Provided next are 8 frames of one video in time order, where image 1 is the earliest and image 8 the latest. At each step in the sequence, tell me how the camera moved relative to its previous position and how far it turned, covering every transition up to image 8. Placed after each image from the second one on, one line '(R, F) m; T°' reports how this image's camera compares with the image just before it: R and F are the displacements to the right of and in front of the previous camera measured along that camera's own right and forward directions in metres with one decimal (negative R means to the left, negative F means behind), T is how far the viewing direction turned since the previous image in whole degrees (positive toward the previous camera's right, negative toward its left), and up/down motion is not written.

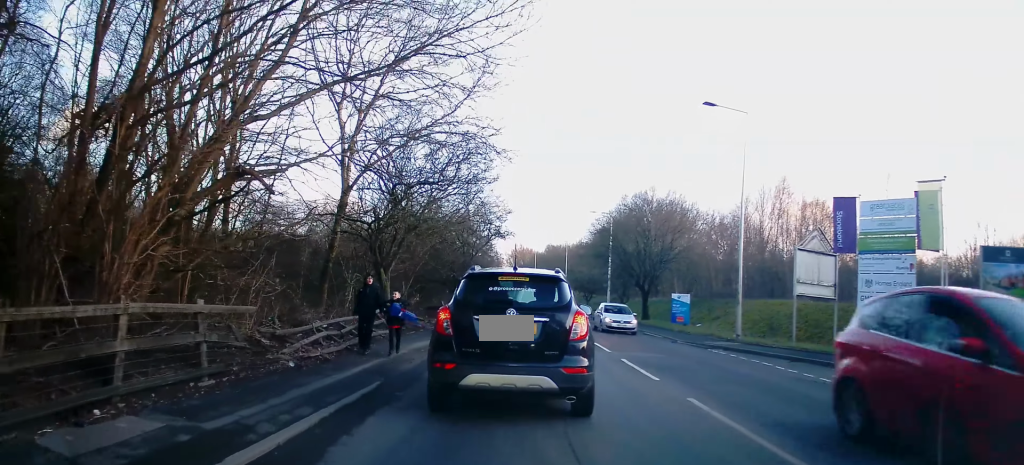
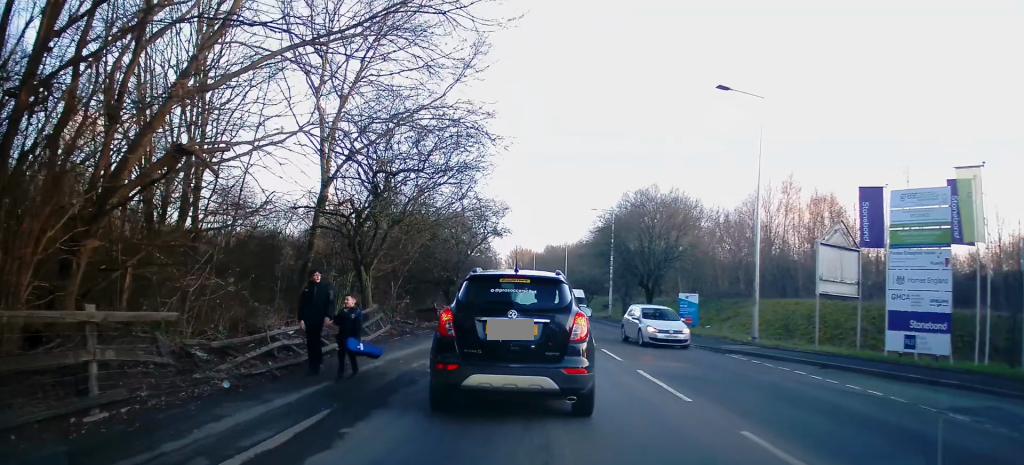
(0.0, +2.1) m; +1°
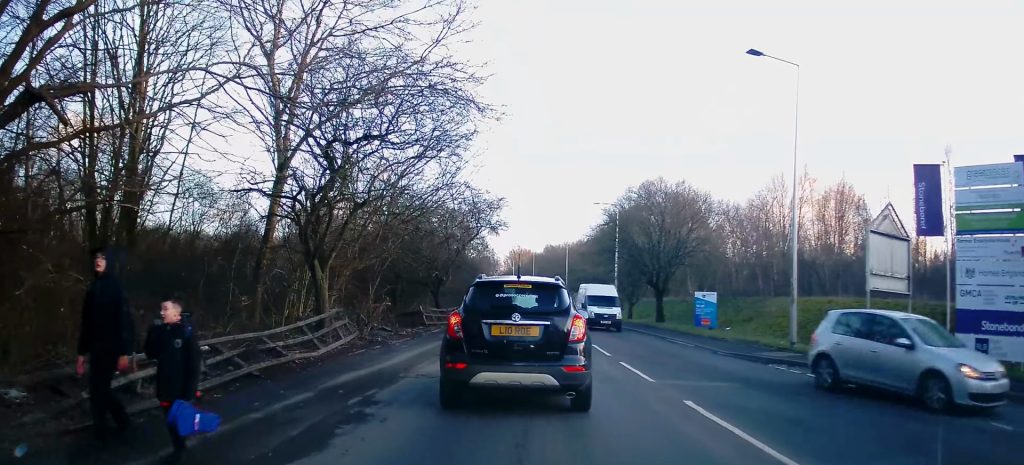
(+0.2, +3.7) m; +5°
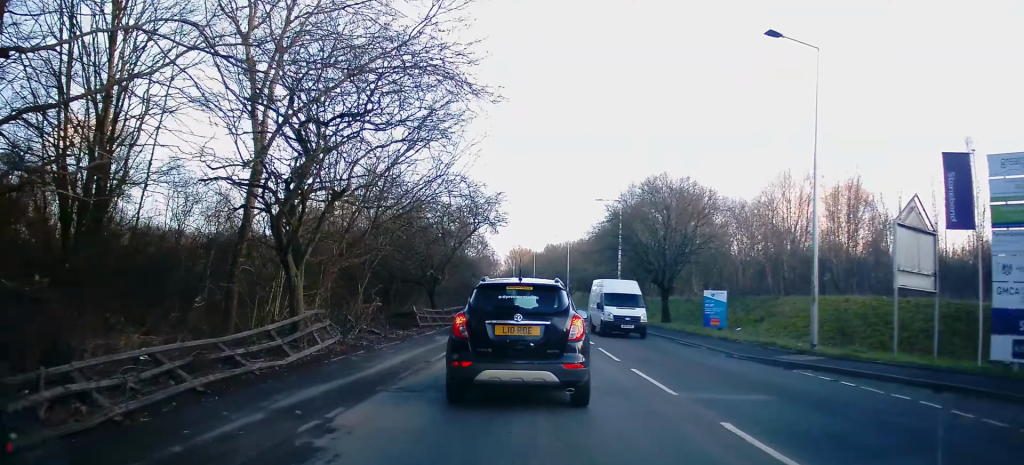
(+0.1, +1.7) m; 0°
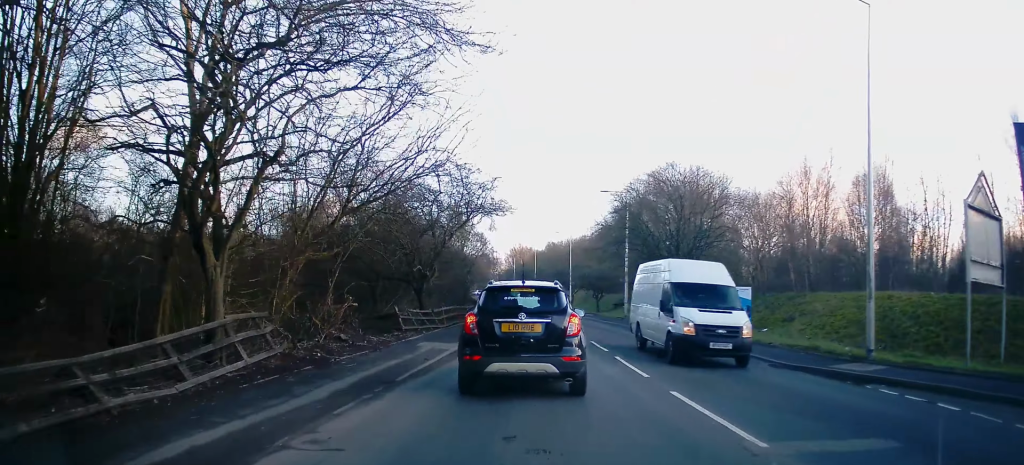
(0.0, +3.7) m; -2°
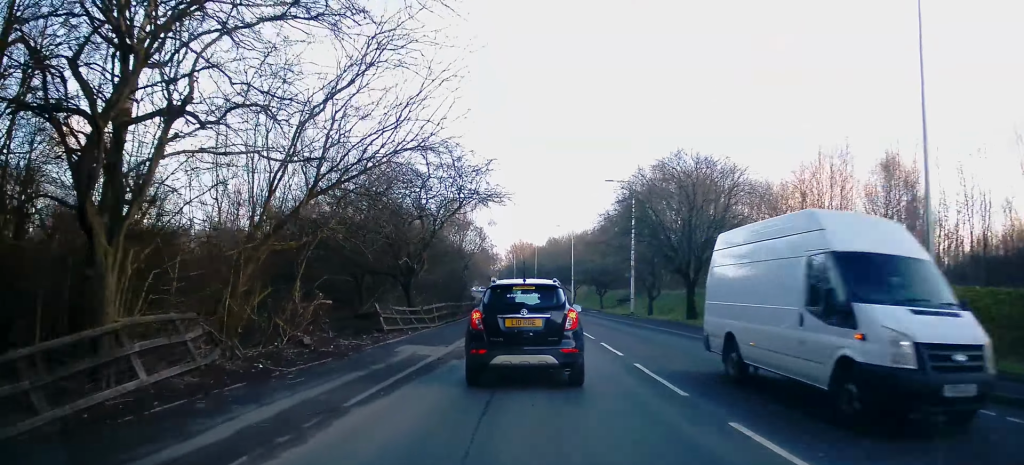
(0.0, +2.8) m; -3°
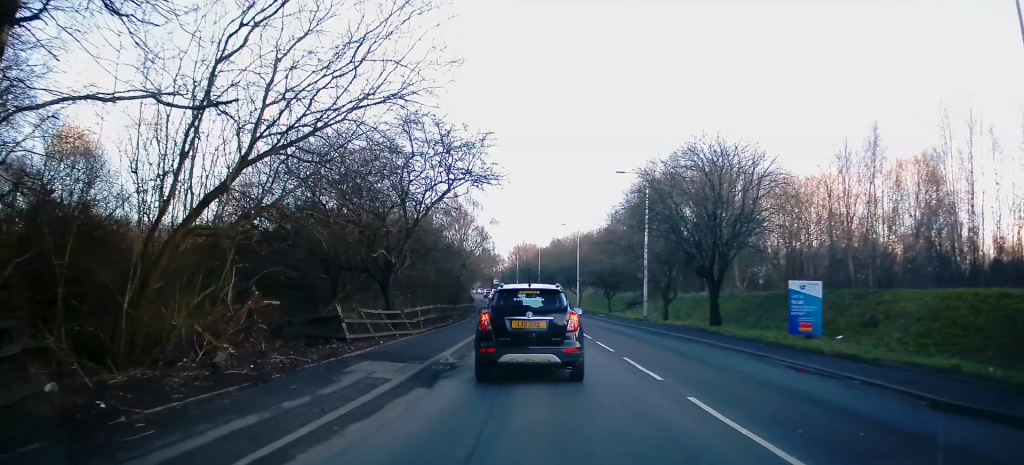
(-0.1, +4.3) m; -3°
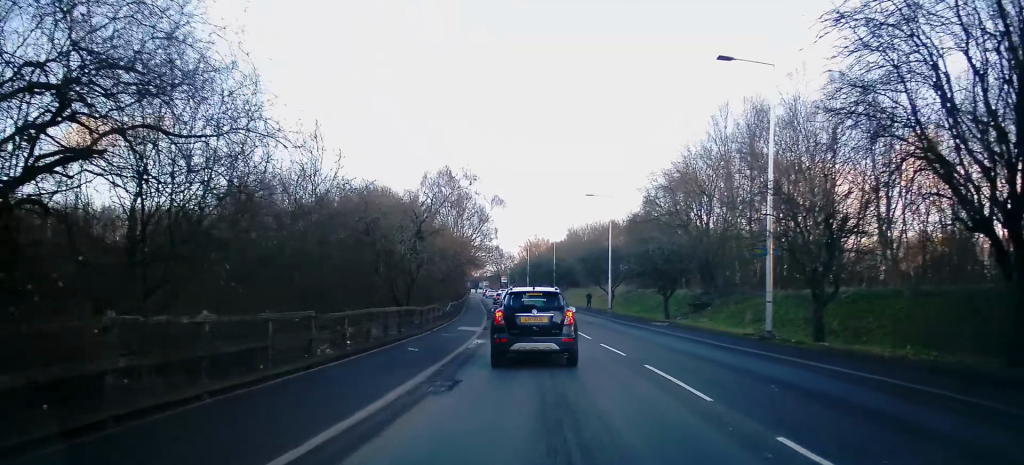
(+0.8, +21.0) m; +2°
